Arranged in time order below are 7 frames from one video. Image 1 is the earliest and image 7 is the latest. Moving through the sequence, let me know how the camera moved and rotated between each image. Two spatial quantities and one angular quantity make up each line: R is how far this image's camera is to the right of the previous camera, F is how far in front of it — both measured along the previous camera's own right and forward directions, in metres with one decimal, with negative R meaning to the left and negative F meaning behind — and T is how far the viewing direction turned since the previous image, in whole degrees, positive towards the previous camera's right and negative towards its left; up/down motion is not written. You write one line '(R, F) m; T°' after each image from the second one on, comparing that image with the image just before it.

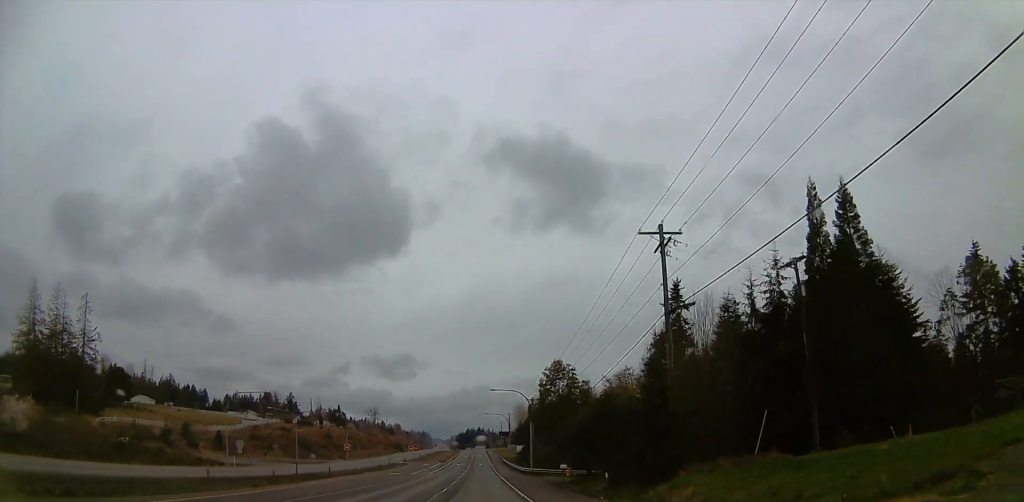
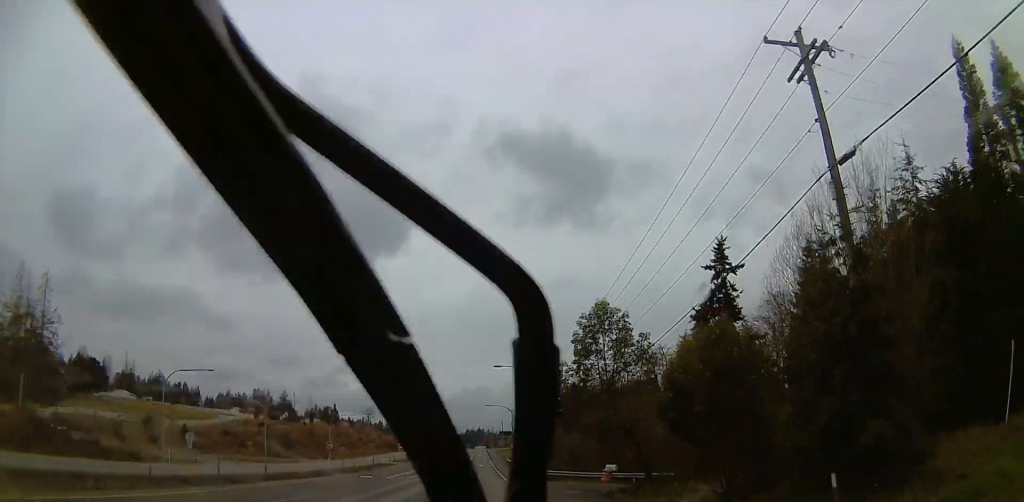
(-0.1, +17.6) m; 0°
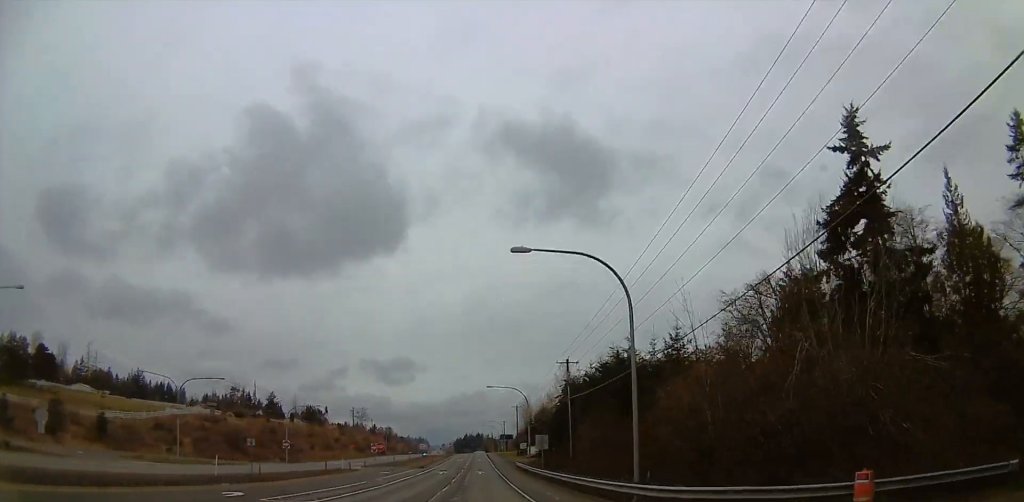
(-0.3, +30.3) m; -1°
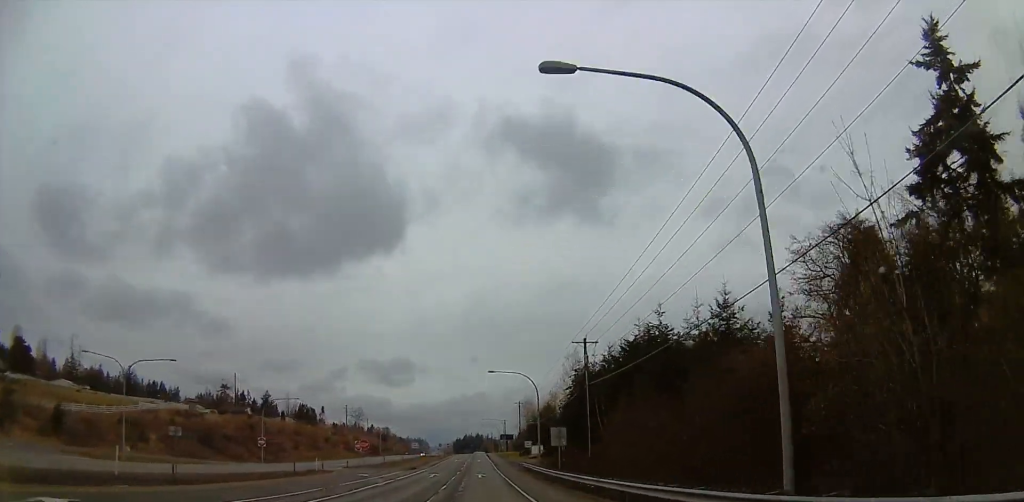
(0.0, +11.9) m; 0°
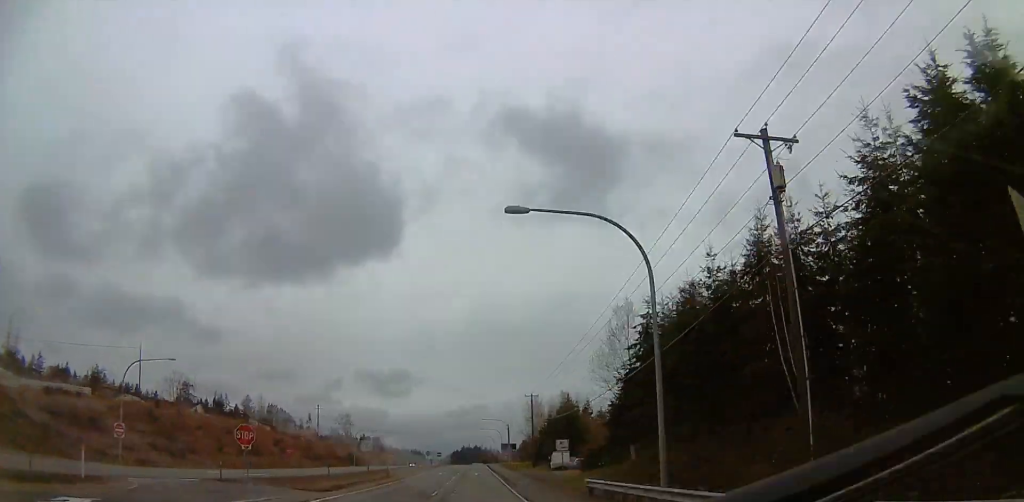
(0.0, +39.7) m; 0°
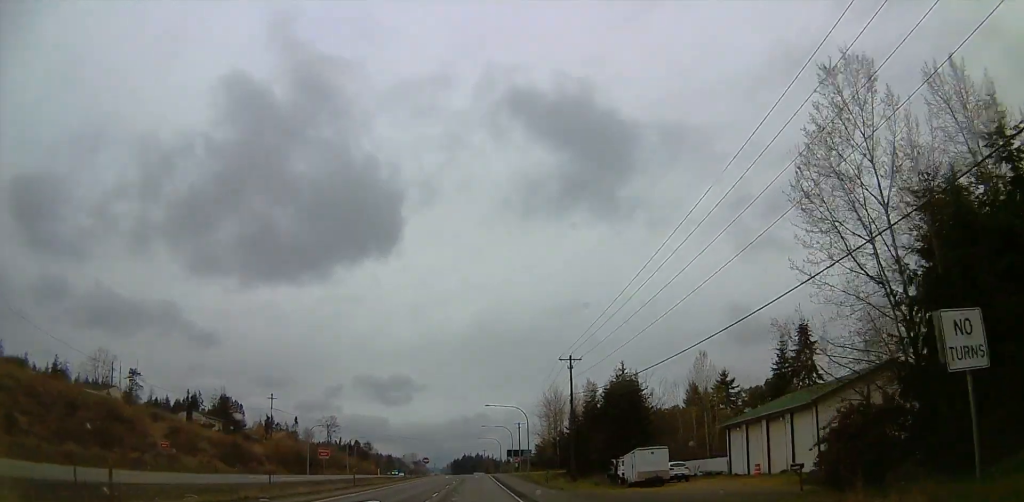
(+0.6, +47.1) m; +1°
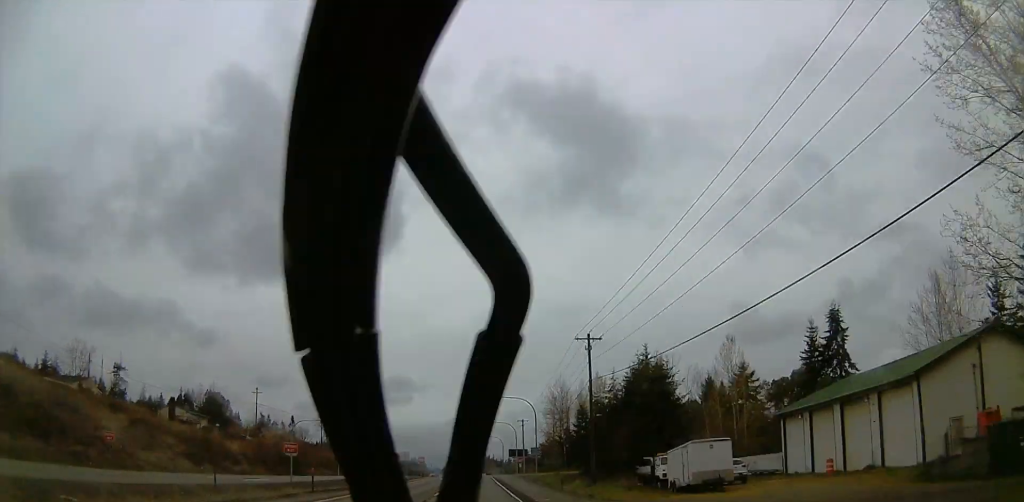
(0.0, +11.3) m; -1°
